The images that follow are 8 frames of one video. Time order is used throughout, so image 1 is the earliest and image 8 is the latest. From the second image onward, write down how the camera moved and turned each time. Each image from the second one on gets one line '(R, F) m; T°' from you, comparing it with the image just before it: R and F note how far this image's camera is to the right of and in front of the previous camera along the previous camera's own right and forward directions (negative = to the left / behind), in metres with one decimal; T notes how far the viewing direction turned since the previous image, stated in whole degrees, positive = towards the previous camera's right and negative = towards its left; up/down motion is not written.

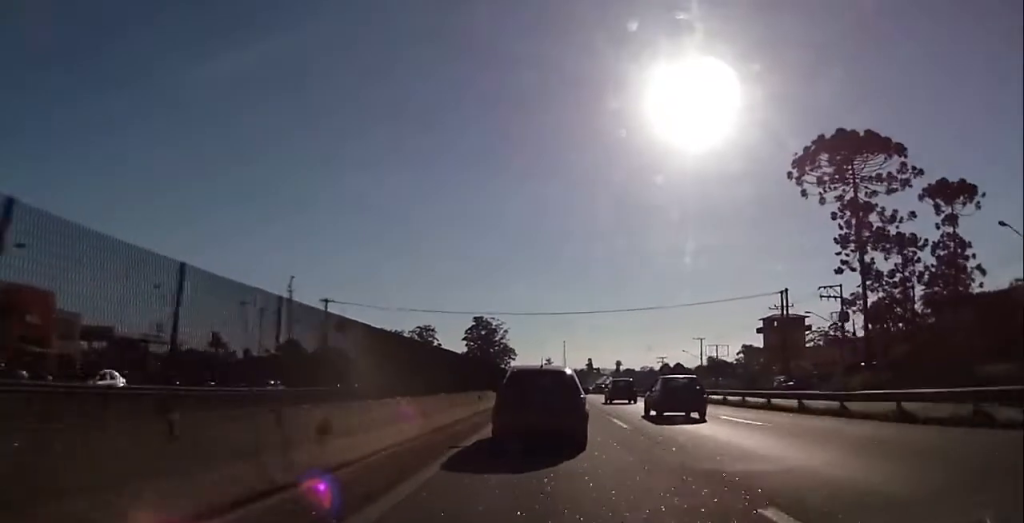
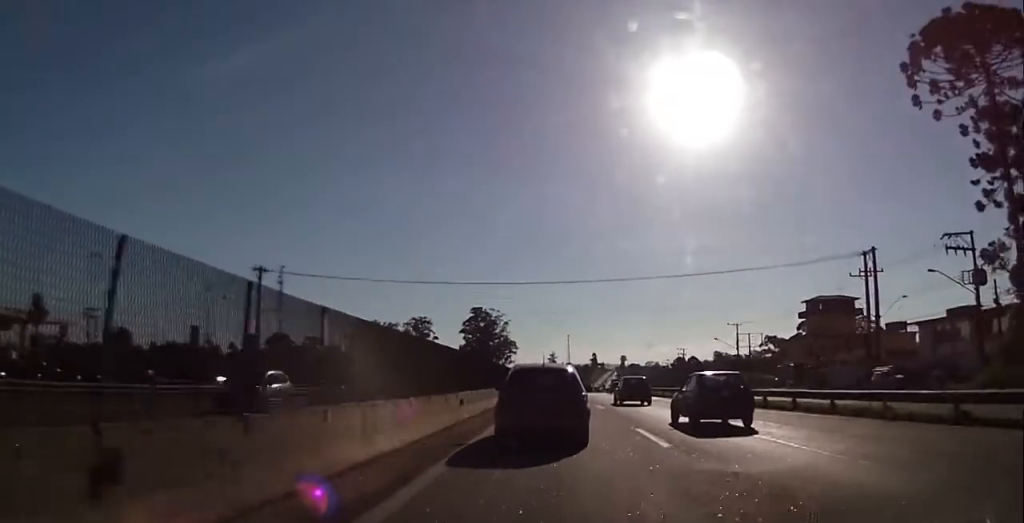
(+0.5, +22.7) m; +1°
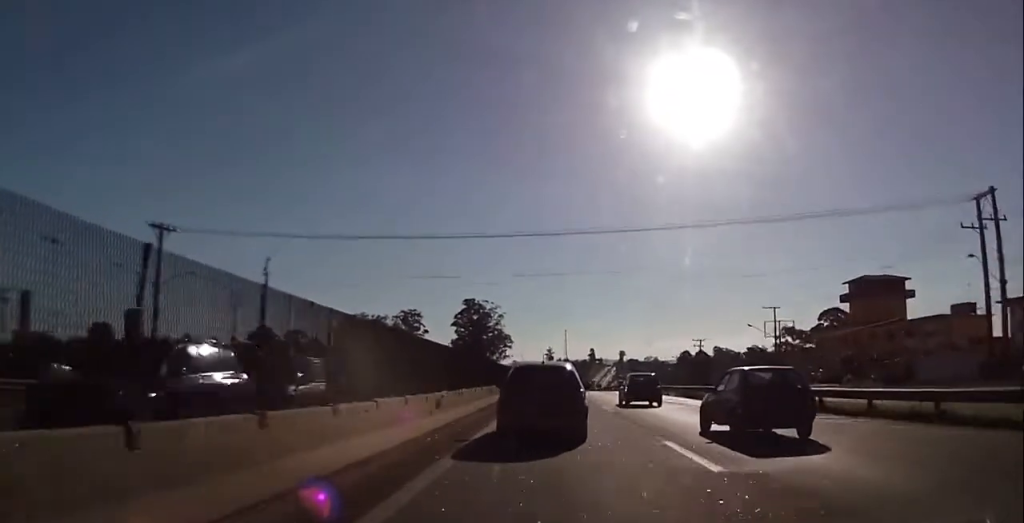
(-0.1, +19.5) m; 0°
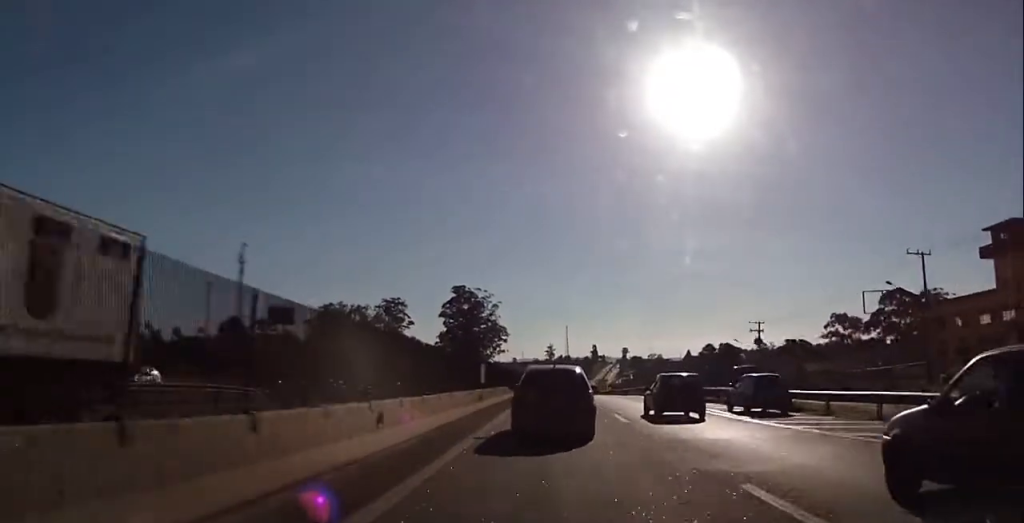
(-0.3, +37.2) m; -1°
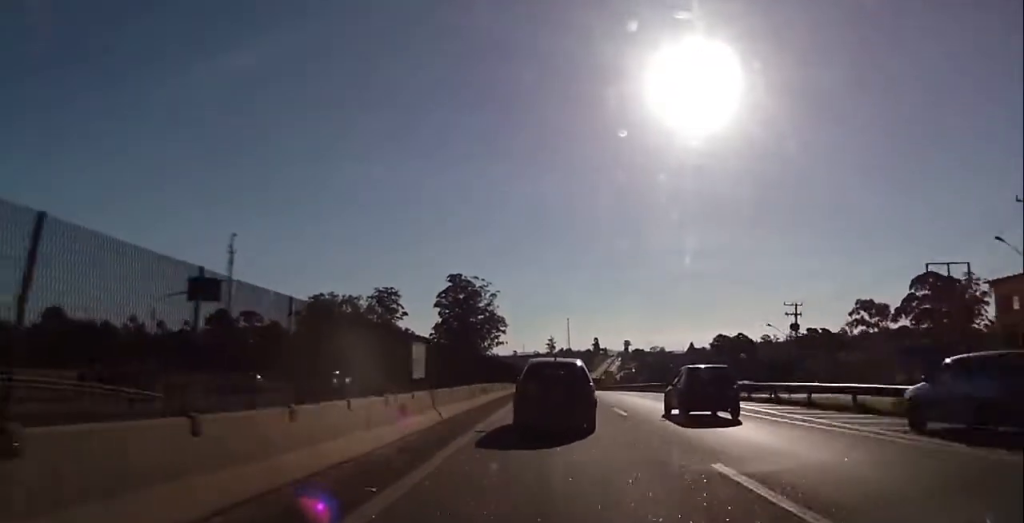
(-0.1, +14.2) m; 0°
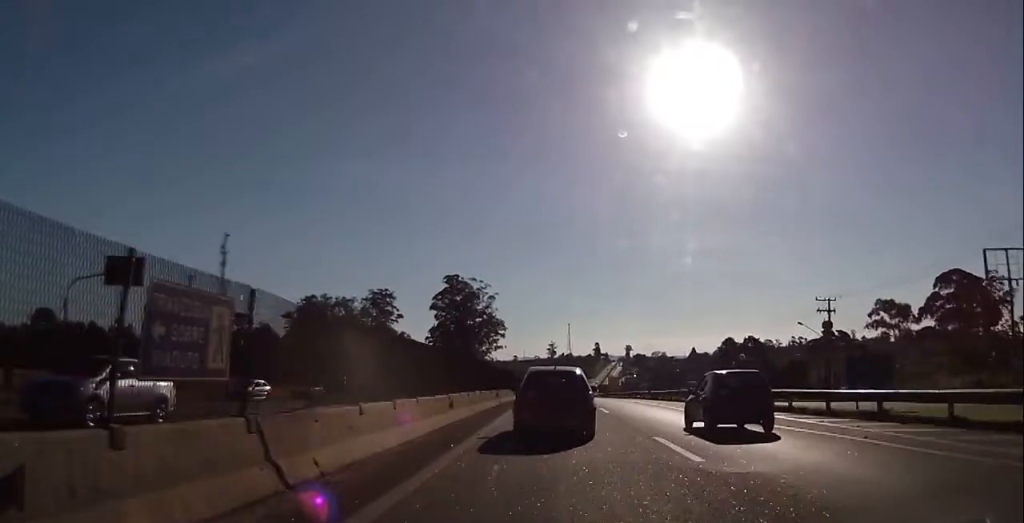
(0.0, +9.8) m; 0°
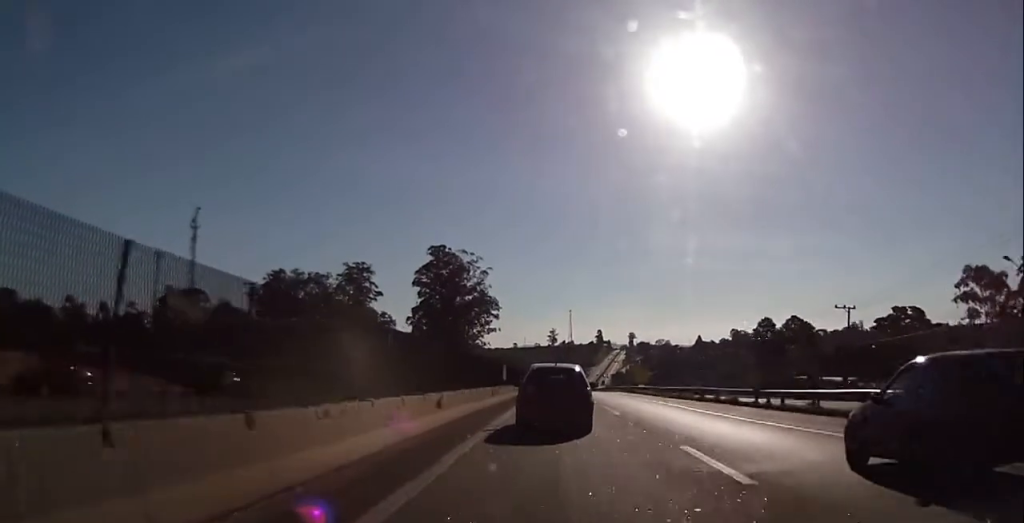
(+0.3, +34.6) m; +1°
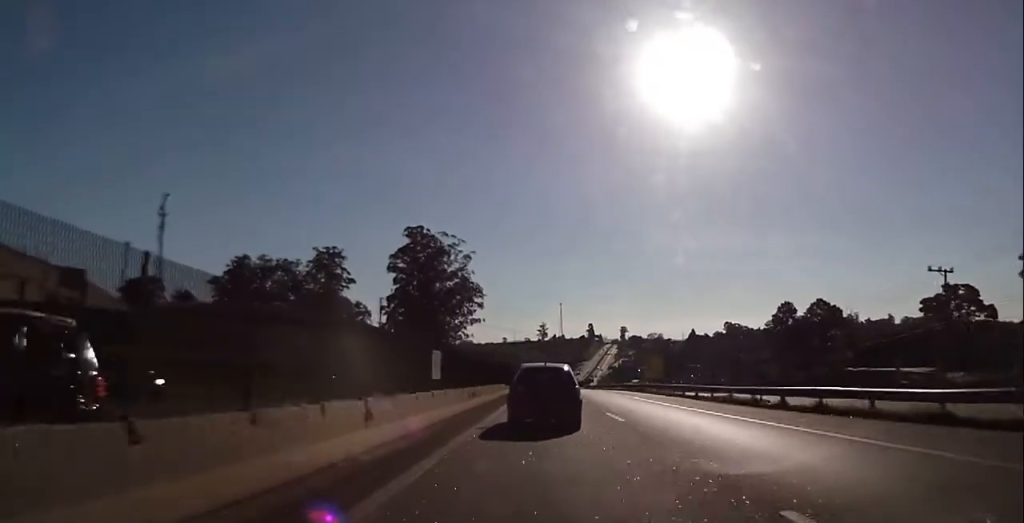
(0.0, +21.2) m; 0°
